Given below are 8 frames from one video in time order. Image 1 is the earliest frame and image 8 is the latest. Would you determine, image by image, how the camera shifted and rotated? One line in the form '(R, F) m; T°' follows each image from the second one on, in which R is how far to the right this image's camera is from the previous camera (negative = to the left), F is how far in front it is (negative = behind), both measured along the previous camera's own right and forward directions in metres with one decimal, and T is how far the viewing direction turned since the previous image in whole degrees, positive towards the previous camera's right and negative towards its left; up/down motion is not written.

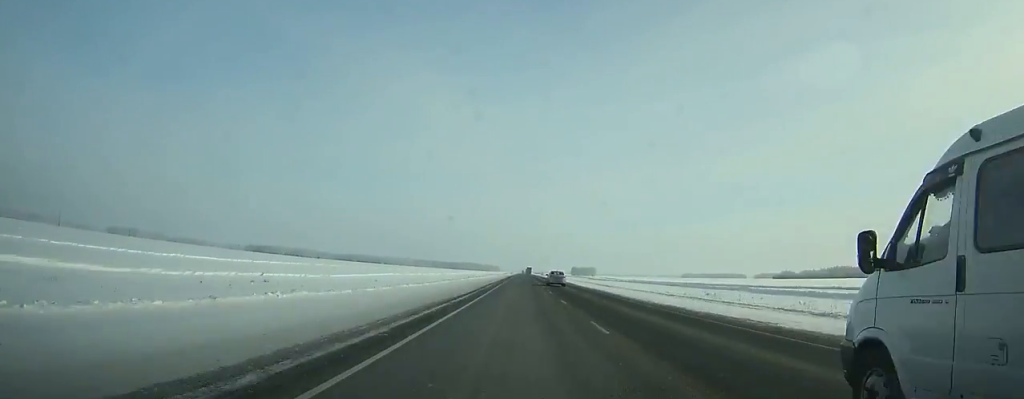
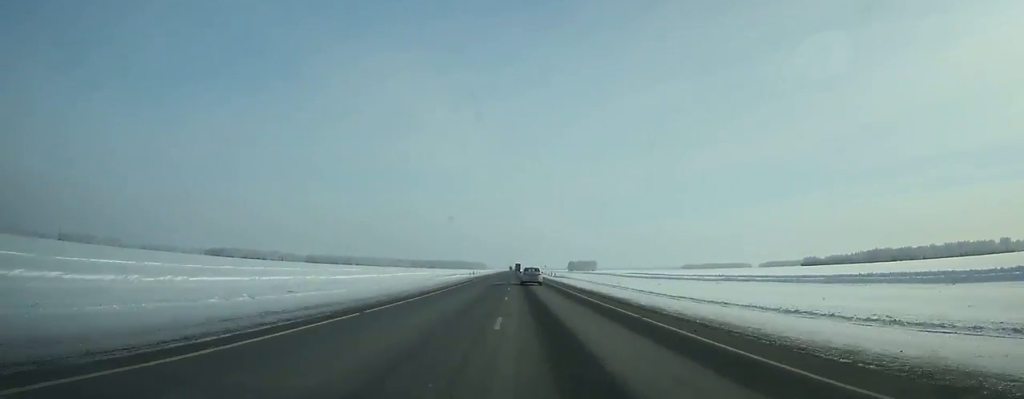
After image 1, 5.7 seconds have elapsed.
(+1.0, +163.9) m; 0°
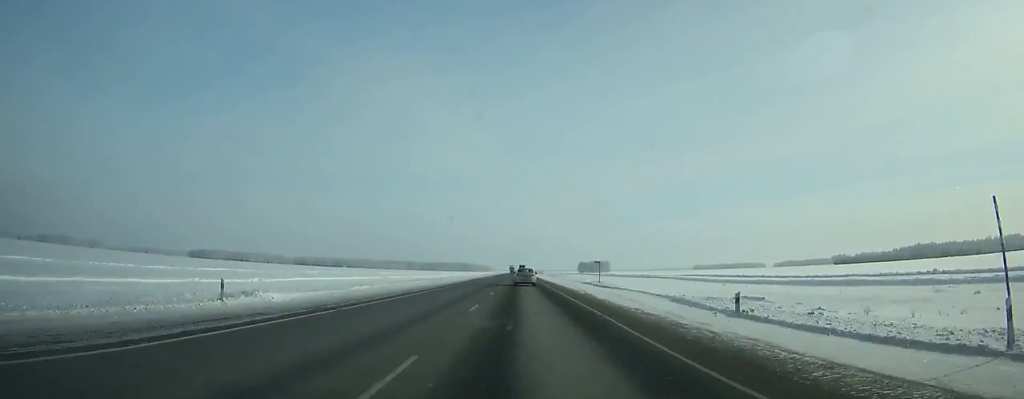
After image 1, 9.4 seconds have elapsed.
(-0.3, +103.4) m; 0°
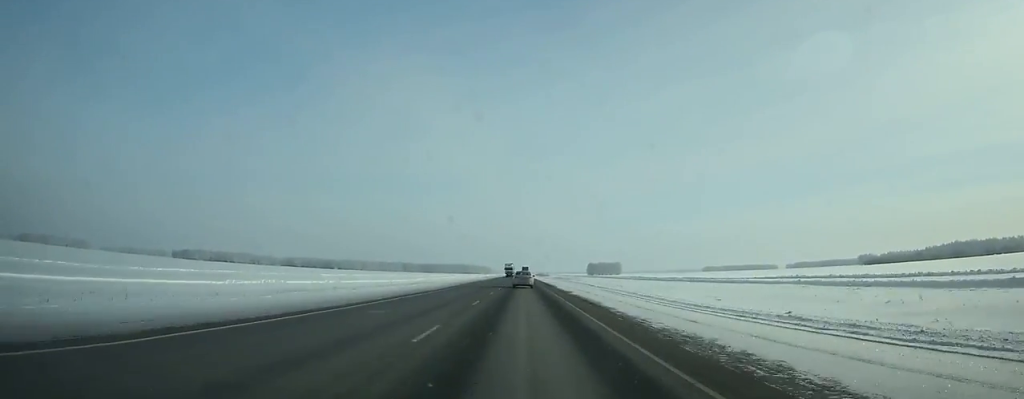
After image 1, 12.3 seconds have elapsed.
(+0.1, +80.3) m; 0°
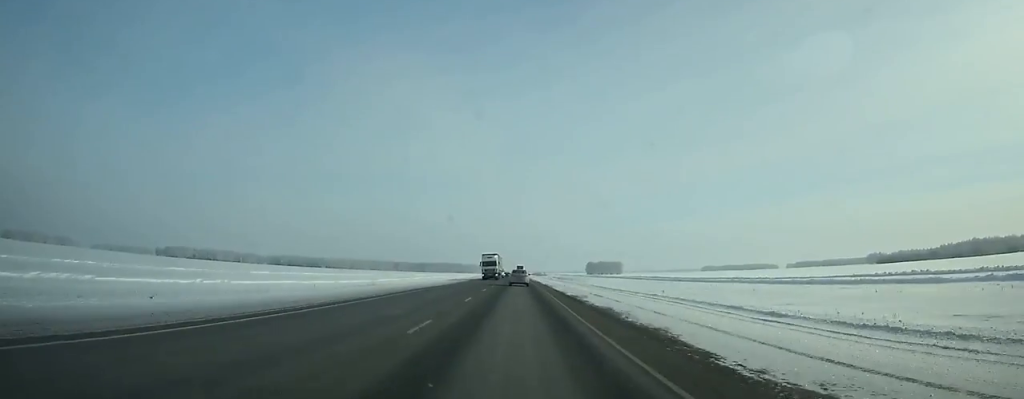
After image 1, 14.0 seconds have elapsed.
(-0.1, +47.3) m; 0°
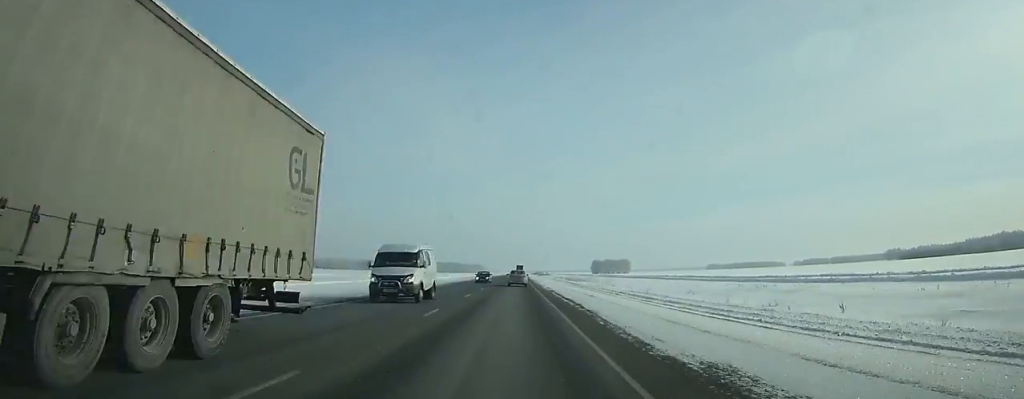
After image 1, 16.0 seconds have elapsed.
(-0.2, +55.6) m; 0°
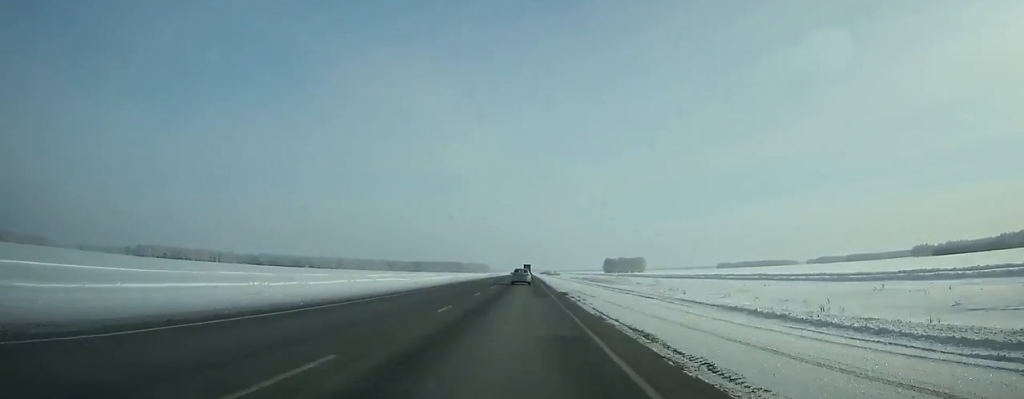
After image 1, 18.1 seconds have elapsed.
(-0.2, +58.8) m; 0°
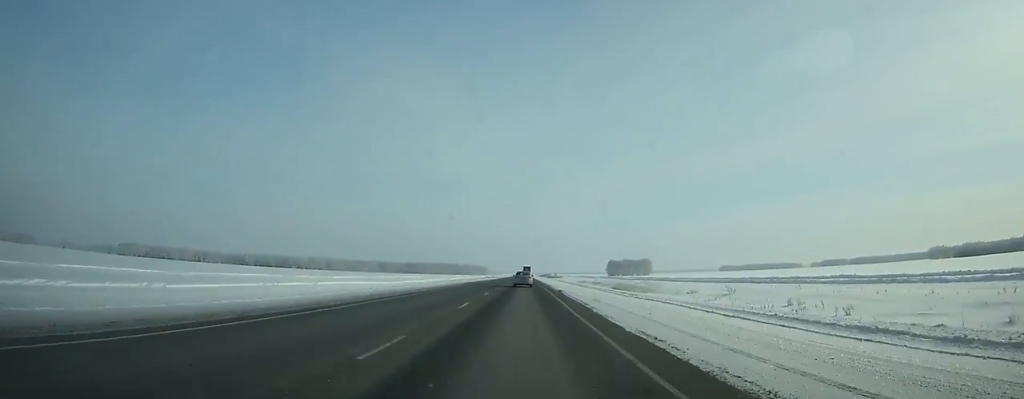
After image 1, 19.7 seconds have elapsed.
(0.0, +44.9) m; 0°
